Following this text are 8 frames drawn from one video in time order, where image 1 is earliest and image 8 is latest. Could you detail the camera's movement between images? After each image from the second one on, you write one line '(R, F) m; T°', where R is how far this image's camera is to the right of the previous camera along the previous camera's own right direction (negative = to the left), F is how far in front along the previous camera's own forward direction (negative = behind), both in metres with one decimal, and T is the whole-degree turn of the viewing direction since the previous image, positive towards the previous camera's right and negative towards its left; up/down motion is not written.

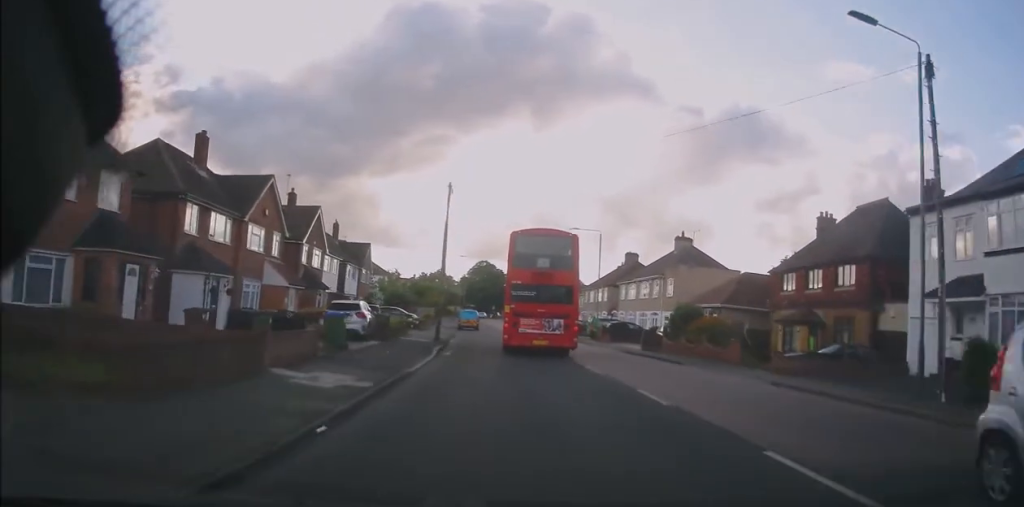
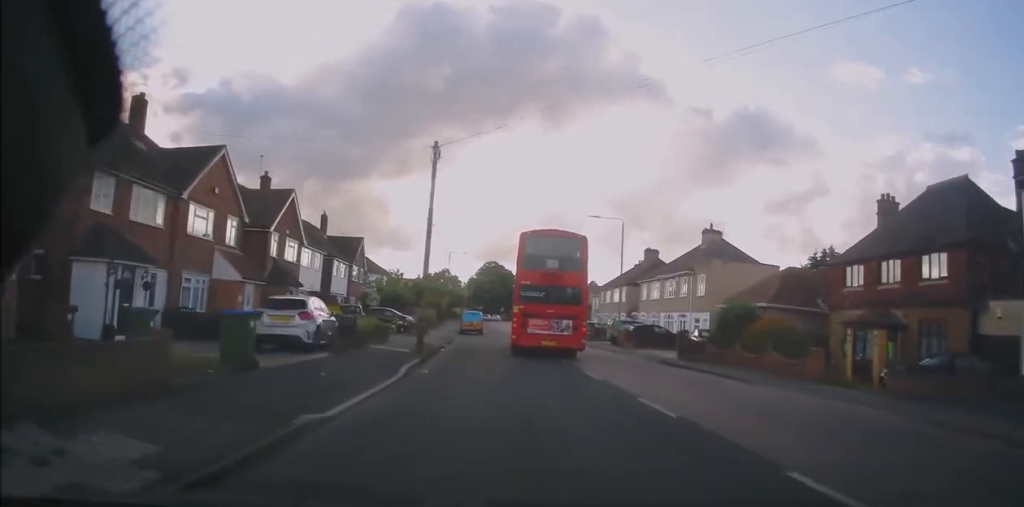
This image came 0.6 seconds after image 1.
(-0.1, +6.2) m; -1°
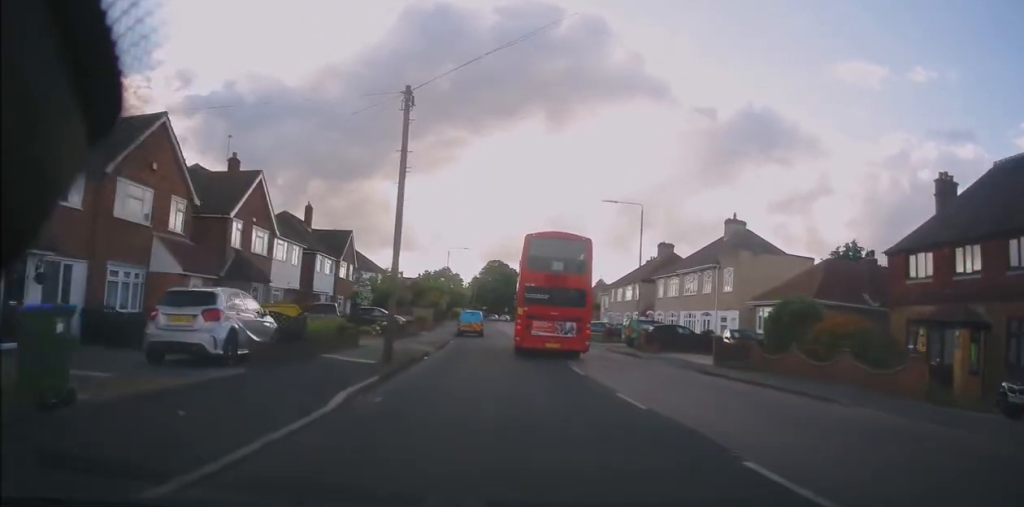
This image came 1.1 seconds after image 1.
(-0.3, +5.0) m; 0°
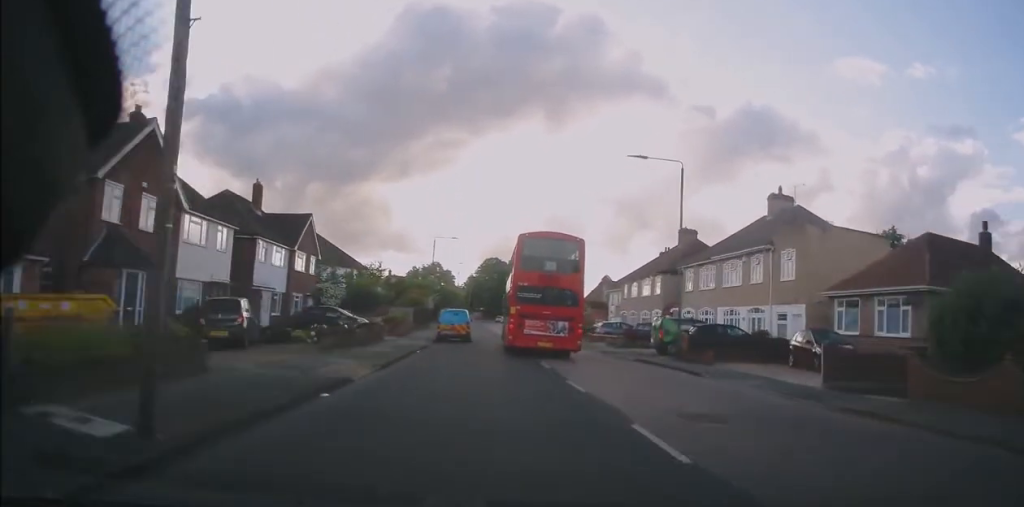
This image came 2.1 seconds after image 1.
(+0.3, +9.5) m; 0°
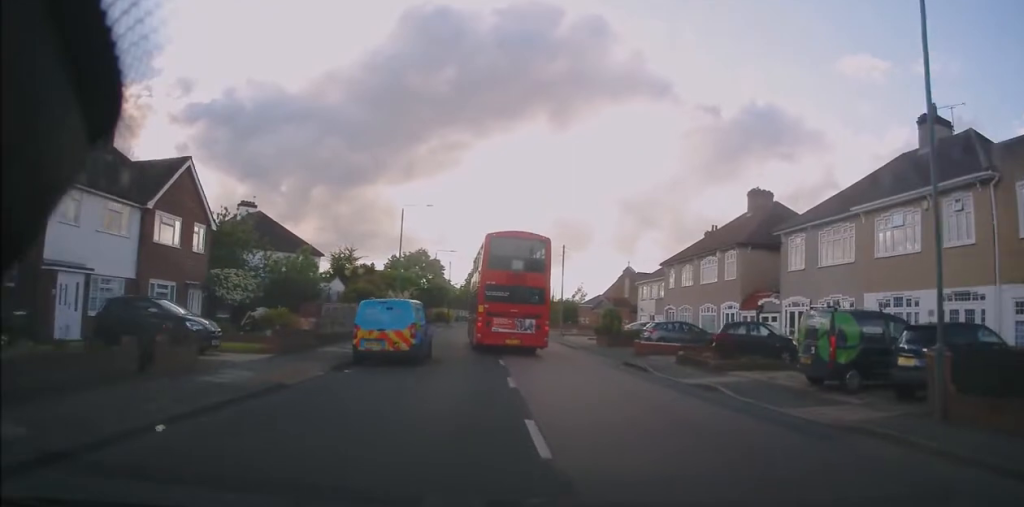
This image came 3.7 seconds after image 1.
(-0.6, +16.6) m; -3°
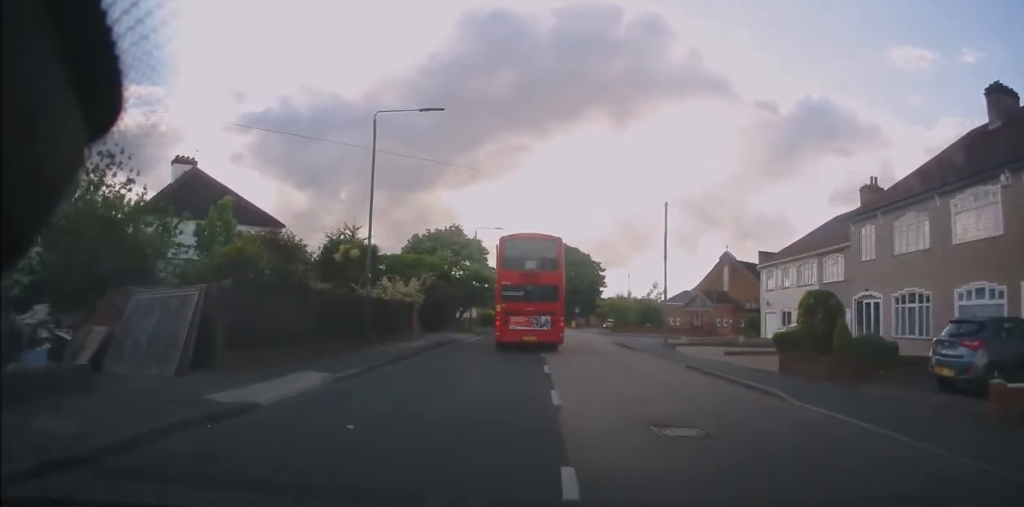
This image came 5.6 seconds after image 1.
(-0.3, +19.1) m; -4°
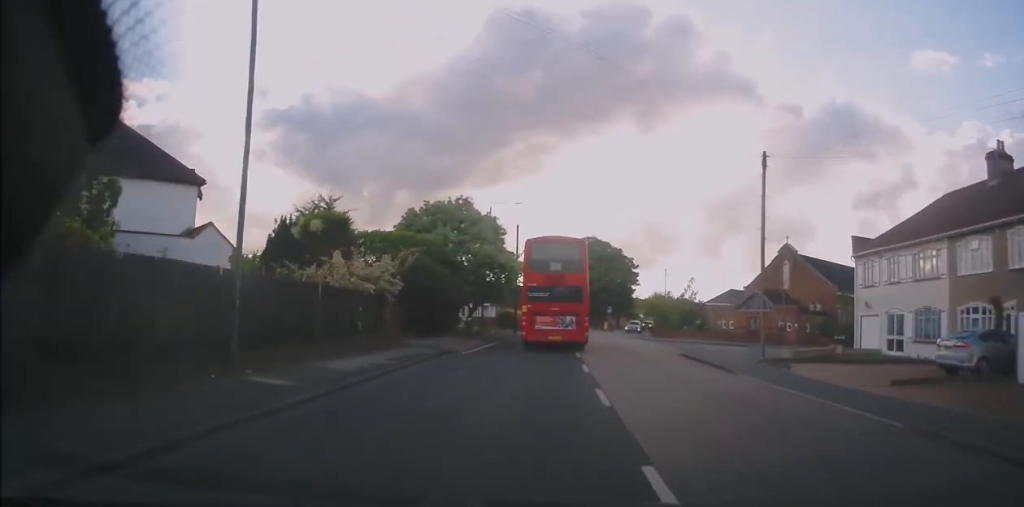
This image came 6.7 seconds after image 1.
(-0.4, +10.9) m; -2°
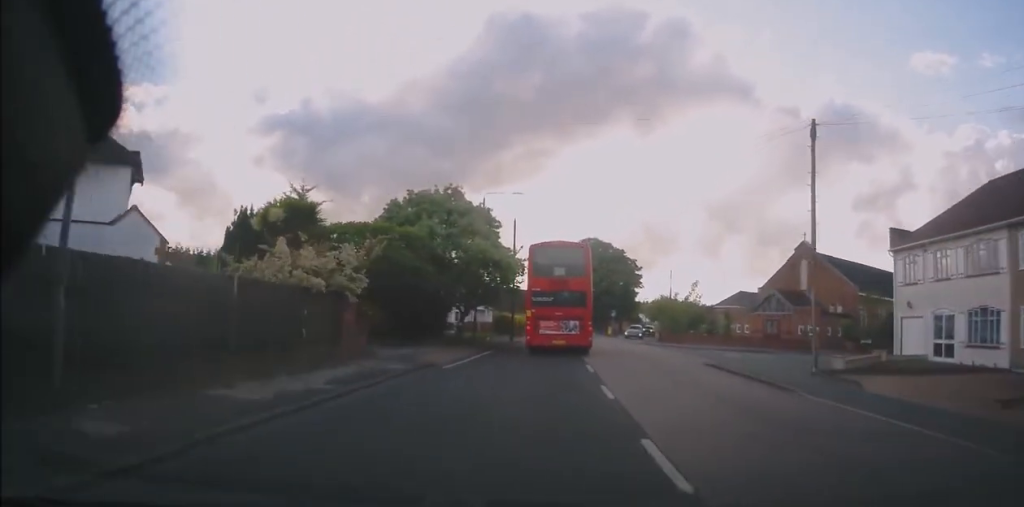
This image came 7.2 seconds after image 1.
(0.0, +4.3) m; 0°
